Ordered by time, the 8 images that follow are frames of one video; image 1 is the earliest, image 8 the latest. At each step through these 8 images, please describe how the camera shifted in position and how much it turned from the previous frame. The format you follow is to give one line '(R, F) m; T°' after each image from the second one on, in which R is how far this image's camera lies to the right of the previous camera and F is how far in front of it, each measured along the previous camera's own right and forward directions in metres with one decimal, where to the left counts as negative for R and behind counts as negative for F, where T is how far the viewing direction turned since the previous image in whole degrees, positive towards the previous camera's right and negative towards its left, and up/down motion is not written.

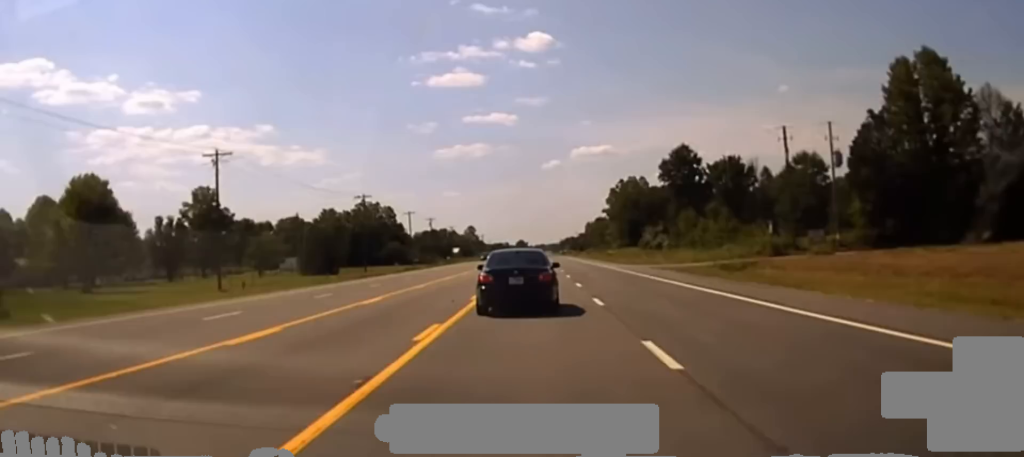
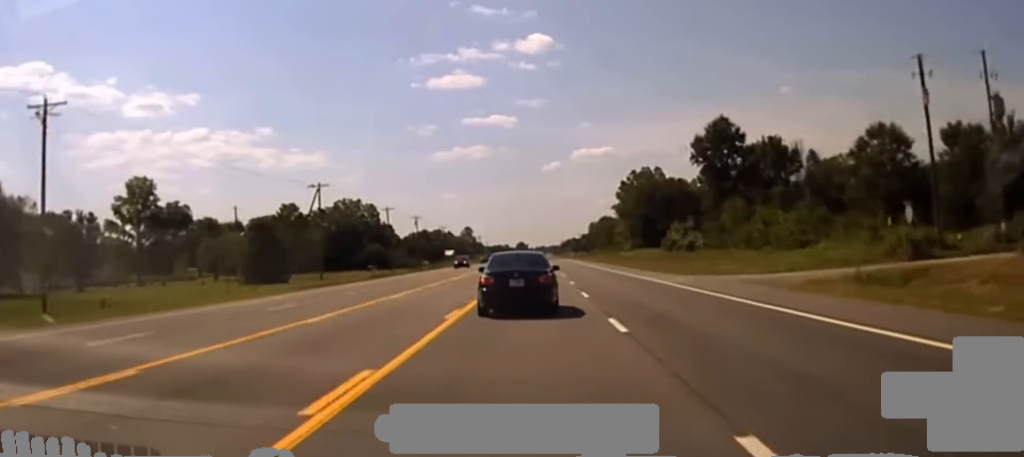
(0.0, +30.8) m; 0°
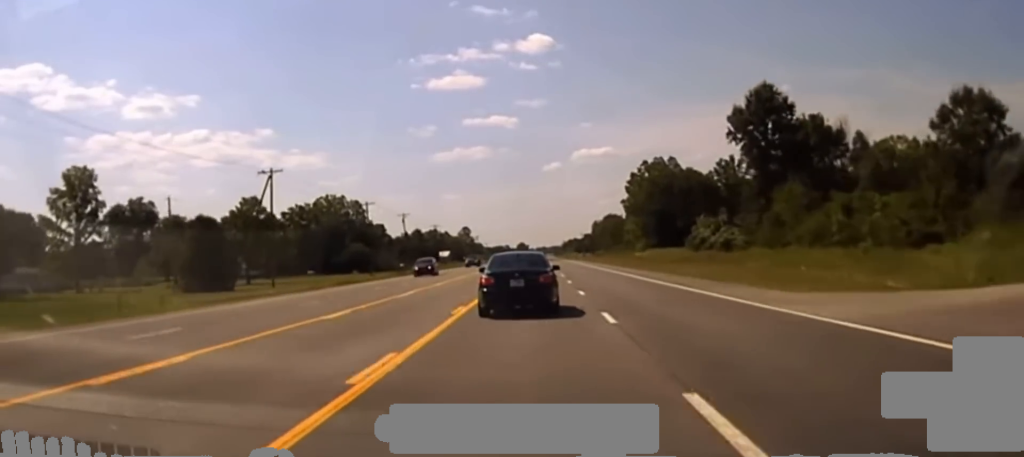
(-0.1, +21.1) m; 0°
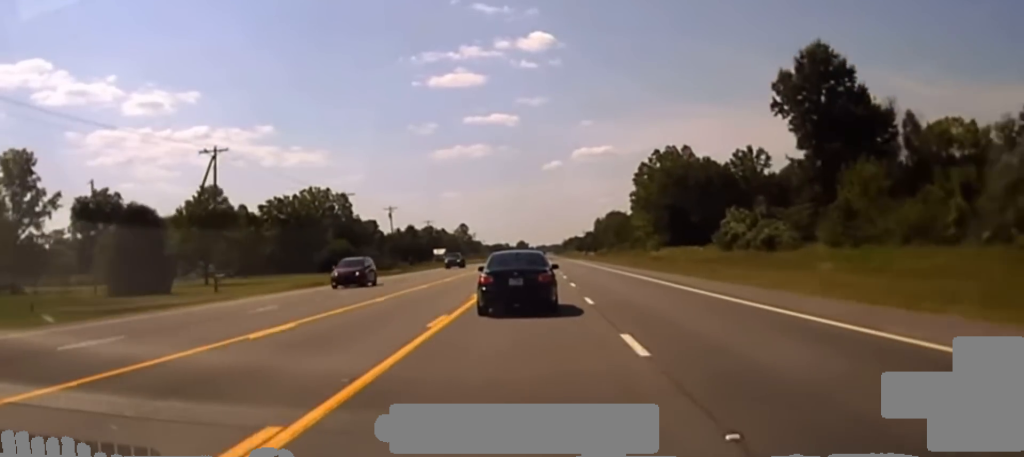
(0.0, +16.0) m; 0°
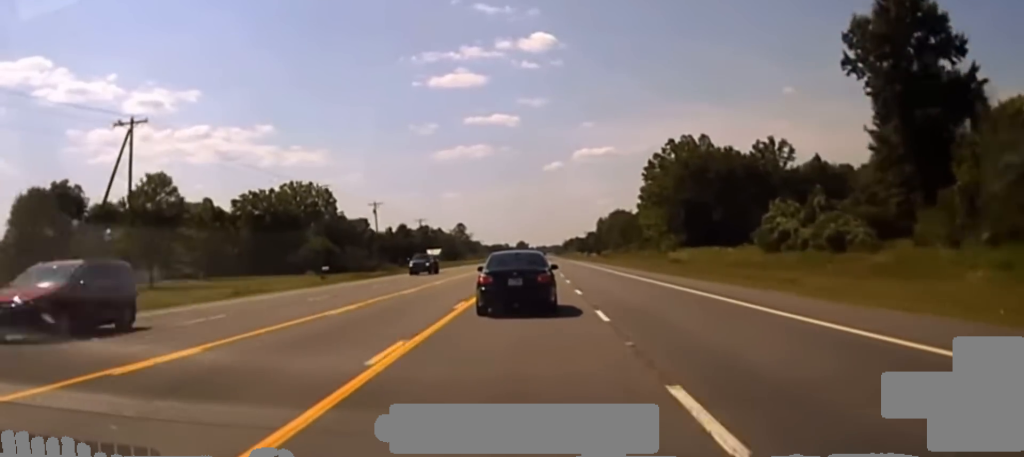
(0.0, +16.0) m; 0°
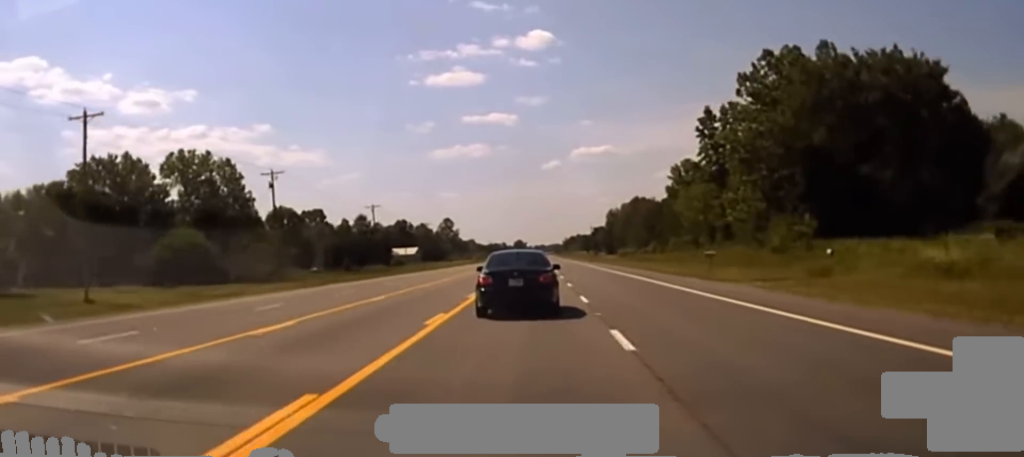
(+0.3, +63.8) m; +1°
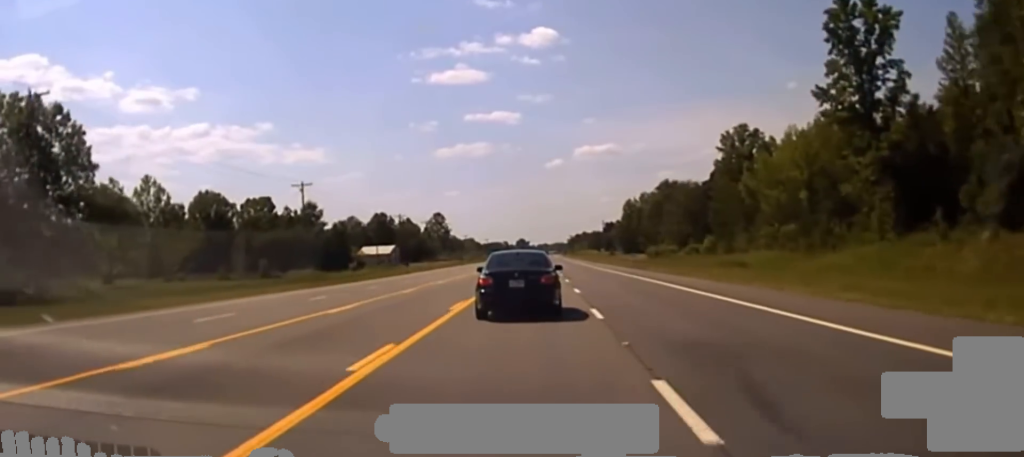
(0.0, +60.5) m; 0°
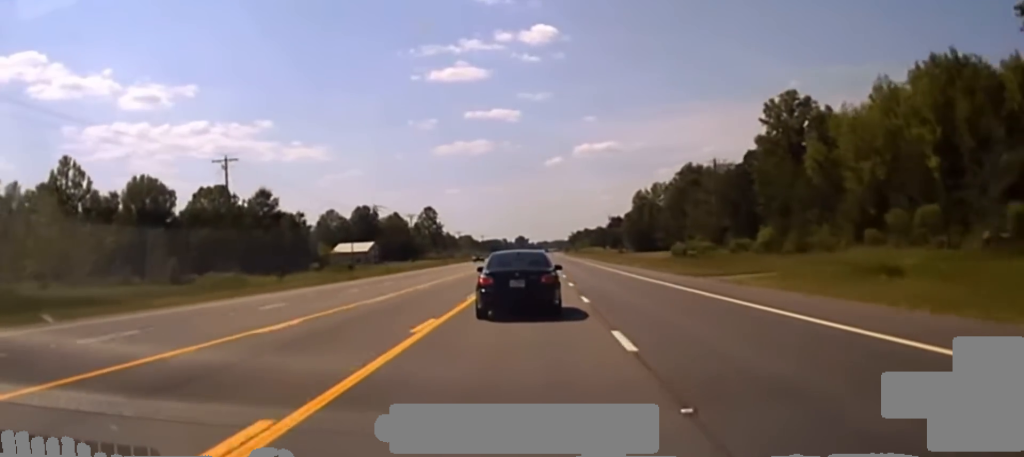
(+0.2, +30.9) m; 0°
